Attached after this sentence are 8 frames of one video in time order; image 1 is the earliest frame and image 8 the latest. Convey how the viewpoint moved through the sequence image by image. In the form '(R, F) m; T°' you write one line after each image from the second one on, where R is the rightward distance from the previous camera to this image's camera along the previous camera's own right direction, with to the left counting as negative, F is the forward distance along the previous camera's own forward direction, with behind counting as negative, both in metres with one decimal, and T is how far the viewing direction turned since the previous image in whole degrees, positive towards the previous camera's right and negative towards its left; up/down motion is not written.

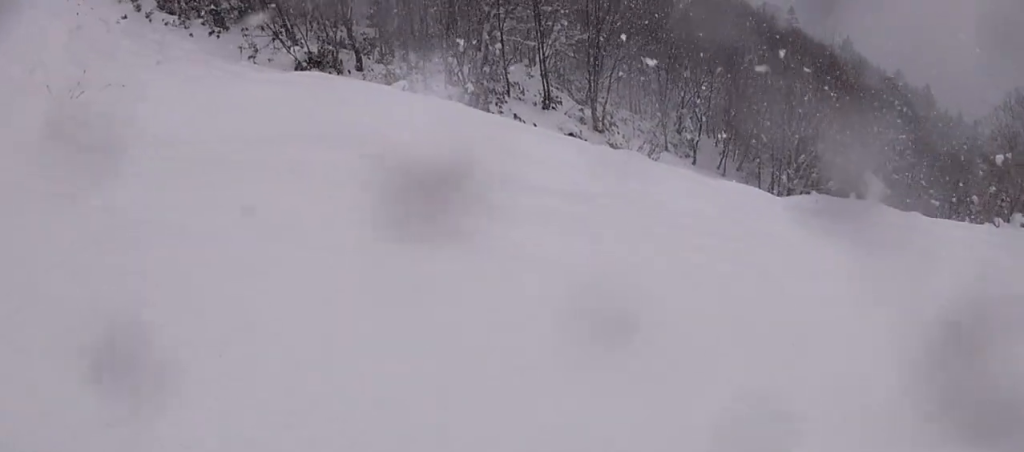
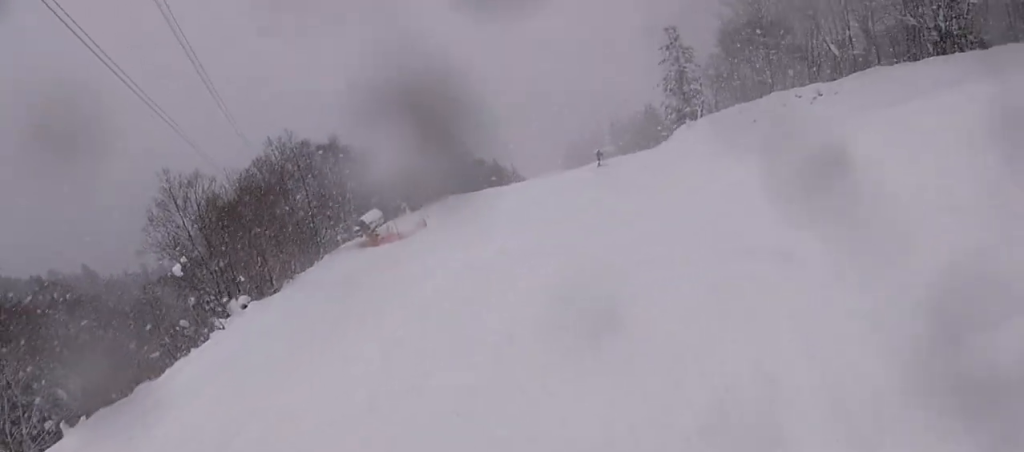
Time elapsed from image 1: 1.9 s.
(+3.1, +5.8) m; +57°
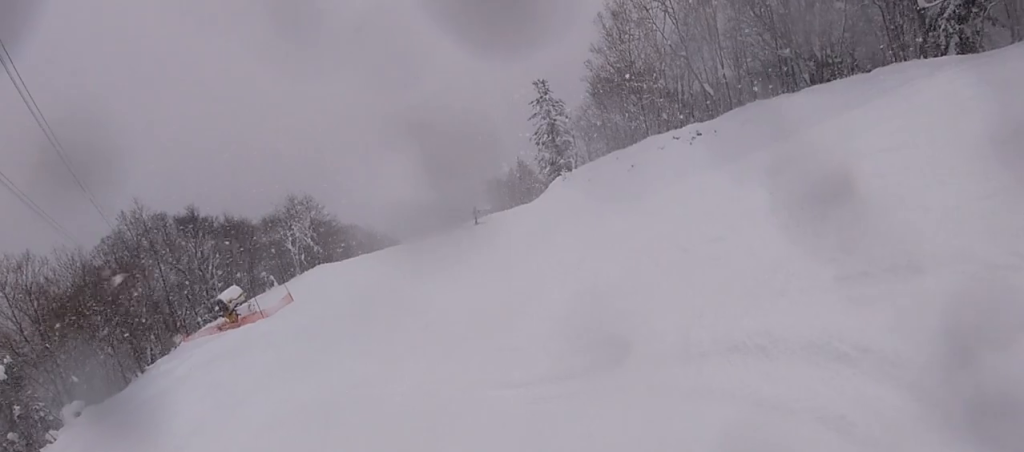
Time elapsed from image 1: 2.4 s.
(+0.5, +2.1) m; +15°
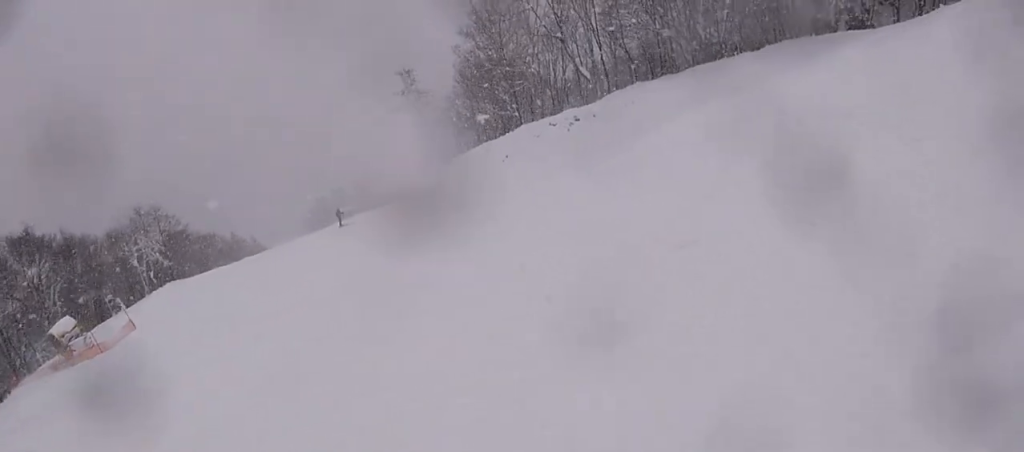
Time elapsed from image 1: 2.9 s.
(+0.1, +2.0) m; +10°
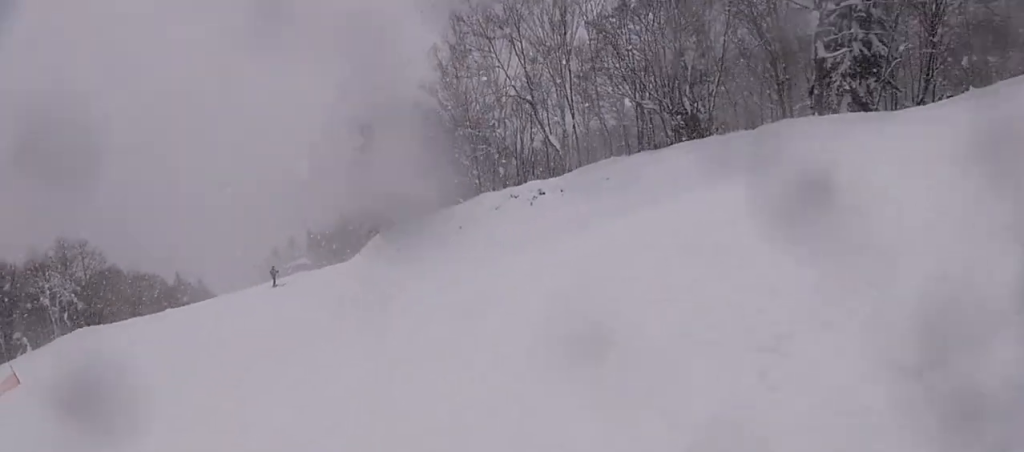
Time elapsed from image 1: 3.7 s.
(+0.2, +3.0) m; +13°
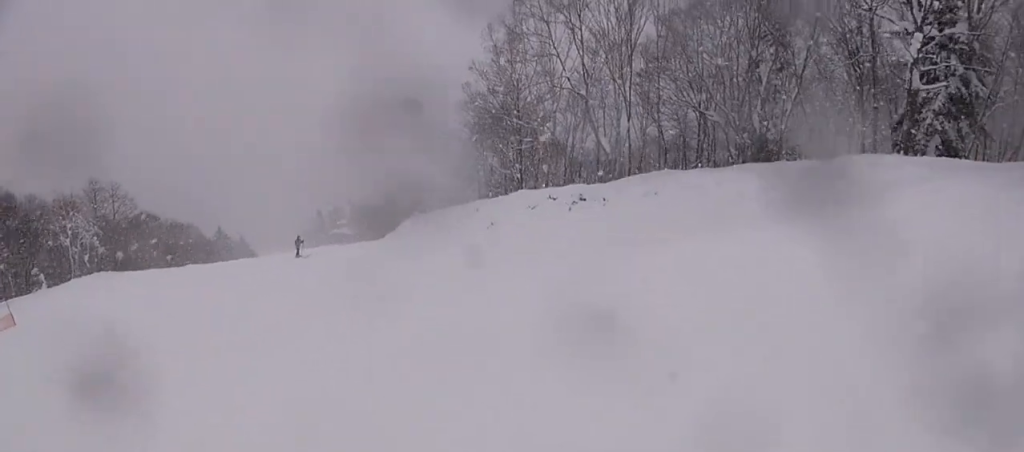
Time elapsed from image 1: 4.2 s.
(+0.4, +2.2) m; +7°
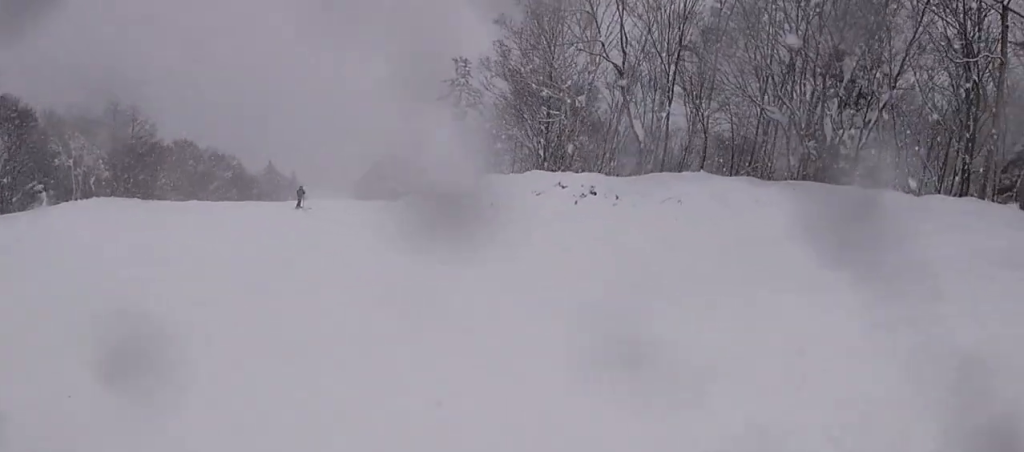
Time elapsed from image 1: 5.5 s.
(+0.2, +5.4) m; -14°
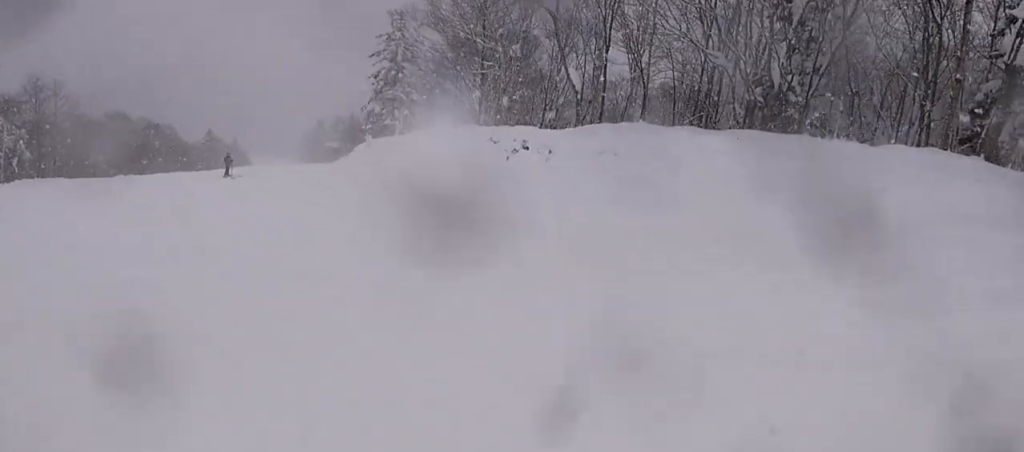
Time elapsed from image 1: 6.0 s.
(-0.5, +1.7) m; -6°
